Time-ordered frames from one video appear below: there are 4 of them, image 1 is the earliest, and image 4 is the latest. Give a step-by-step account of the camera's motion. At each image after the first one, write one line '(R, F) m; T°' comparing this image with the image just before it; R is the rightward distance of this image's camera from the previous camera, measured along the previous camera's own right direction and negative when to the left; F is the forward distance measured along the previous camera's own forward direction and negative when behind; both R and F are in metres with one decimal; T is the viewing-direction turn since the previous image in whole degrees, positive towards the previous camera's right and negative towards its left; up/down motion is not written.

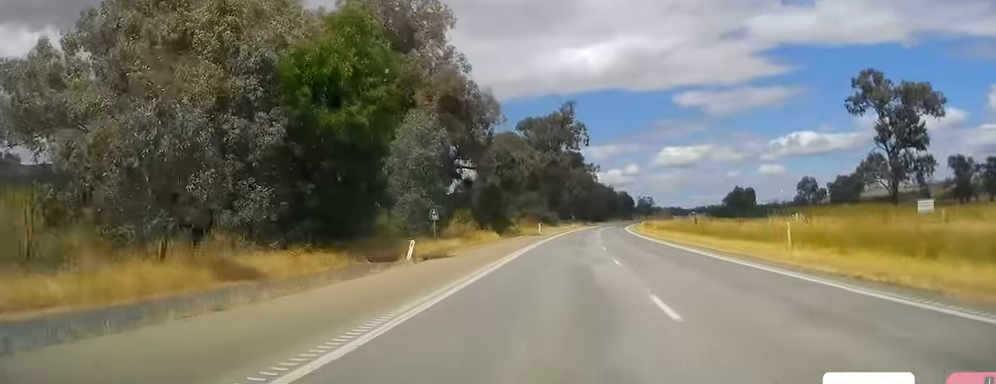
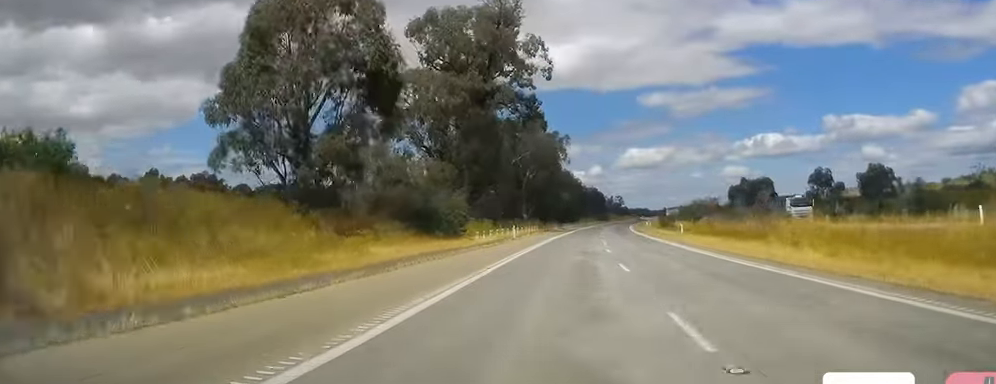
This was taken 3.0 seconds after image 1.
(+1.6, +86.5) m; +2°
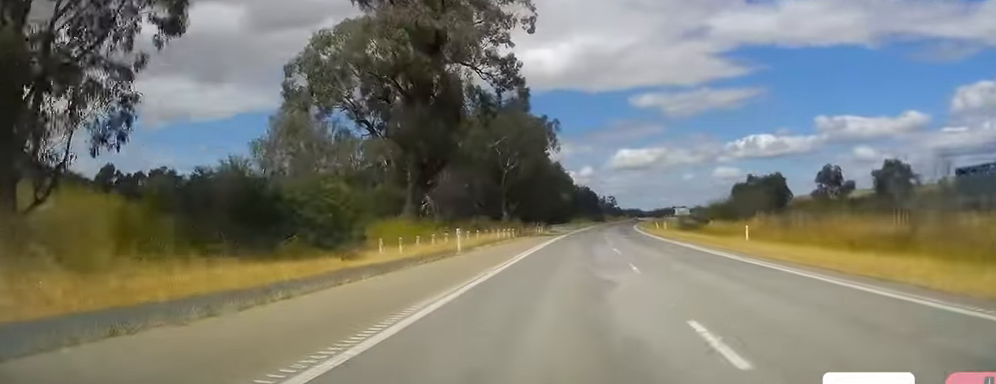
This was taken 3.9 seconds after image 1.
(+0.4, +25.0) m; +2°
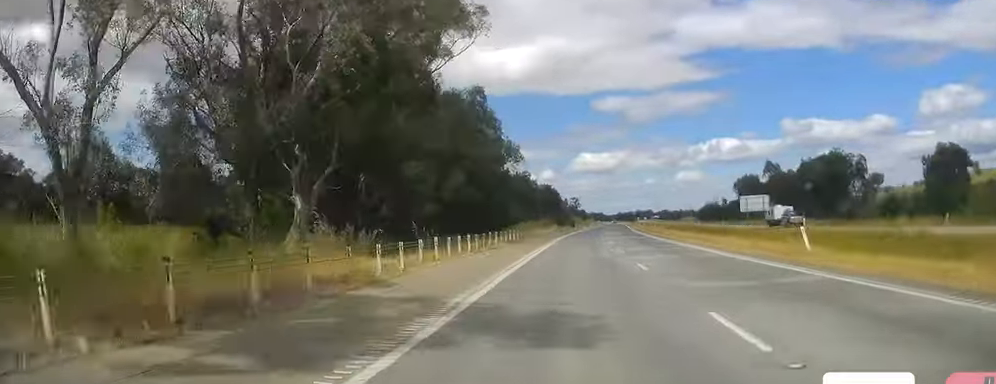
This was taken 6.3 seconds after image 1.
(+2.5, +71.0) m; +1°
